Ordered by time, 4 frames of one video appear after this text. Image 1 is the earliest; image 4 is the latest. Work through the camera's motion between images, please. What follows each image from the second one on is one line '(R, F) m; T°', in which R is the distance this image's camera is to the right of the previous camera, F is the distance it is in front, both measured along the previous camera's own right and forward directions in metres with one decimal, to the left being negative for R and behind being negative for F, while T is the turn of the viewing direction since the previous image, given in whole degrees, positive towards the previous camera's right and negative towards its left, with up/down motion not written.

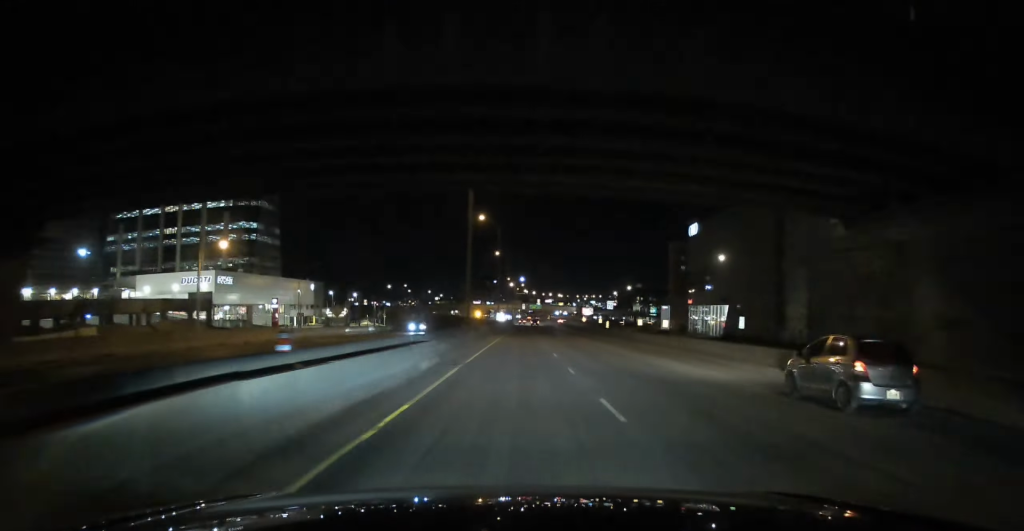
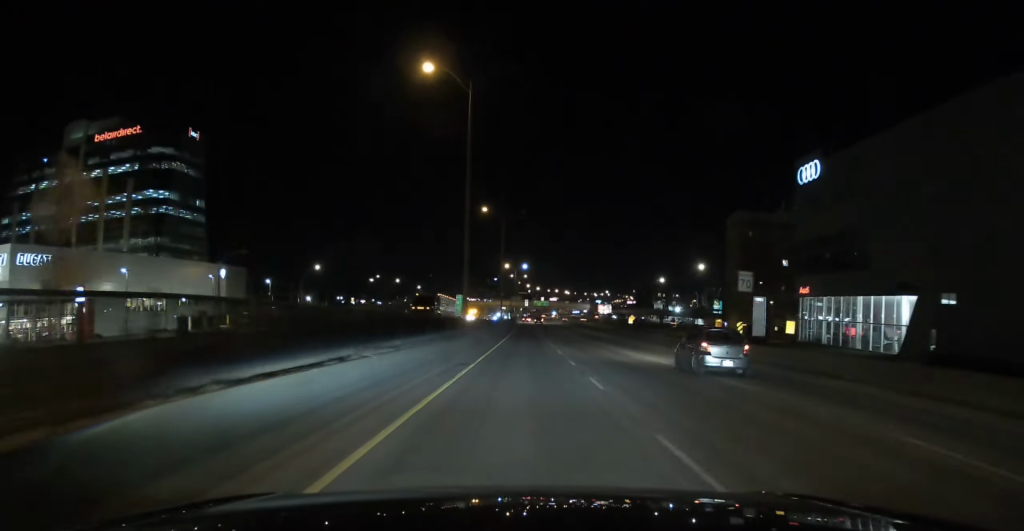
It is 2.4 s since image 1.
(0.0, +48.5) m; 0°
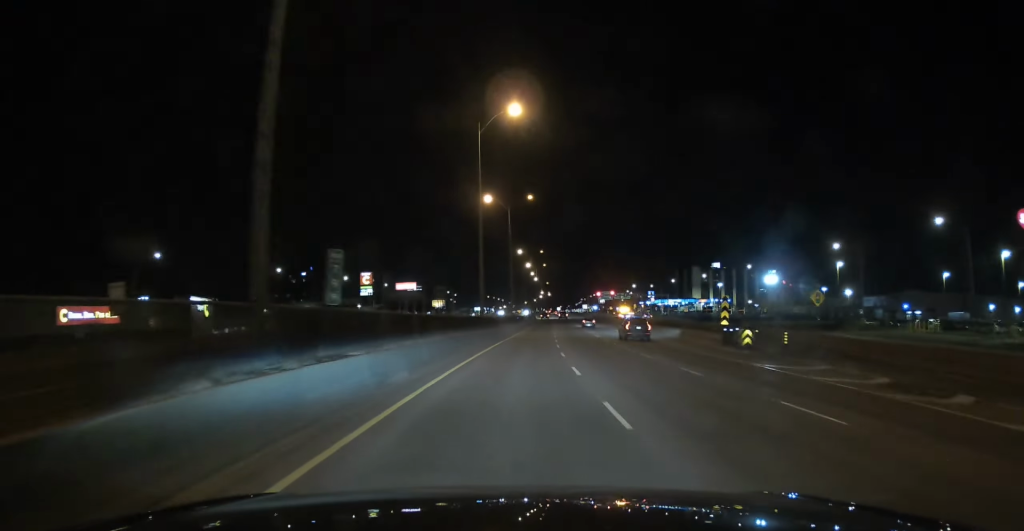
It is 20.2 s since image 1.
(+26.6, +393.4) m; +12°
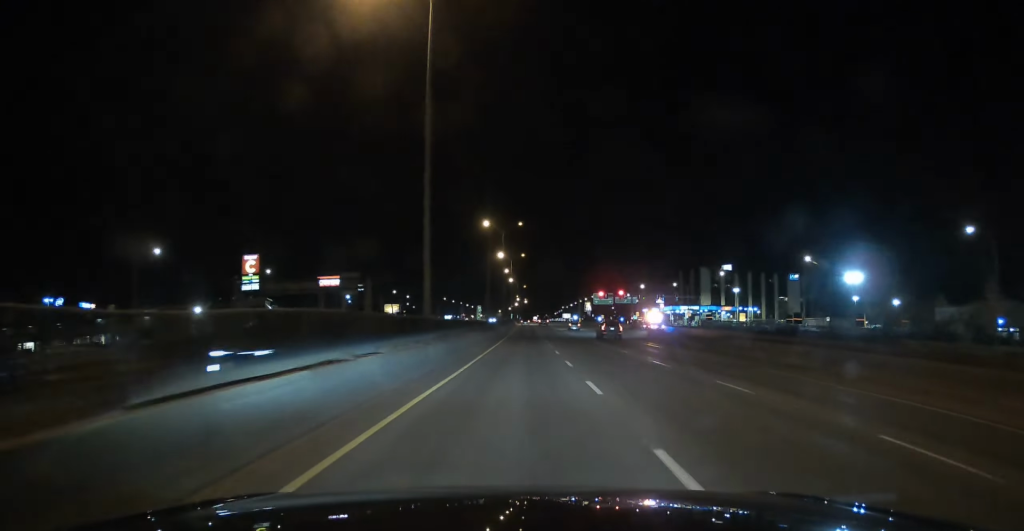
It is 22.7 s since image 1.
(+1.3, +58.7) m; +2°
